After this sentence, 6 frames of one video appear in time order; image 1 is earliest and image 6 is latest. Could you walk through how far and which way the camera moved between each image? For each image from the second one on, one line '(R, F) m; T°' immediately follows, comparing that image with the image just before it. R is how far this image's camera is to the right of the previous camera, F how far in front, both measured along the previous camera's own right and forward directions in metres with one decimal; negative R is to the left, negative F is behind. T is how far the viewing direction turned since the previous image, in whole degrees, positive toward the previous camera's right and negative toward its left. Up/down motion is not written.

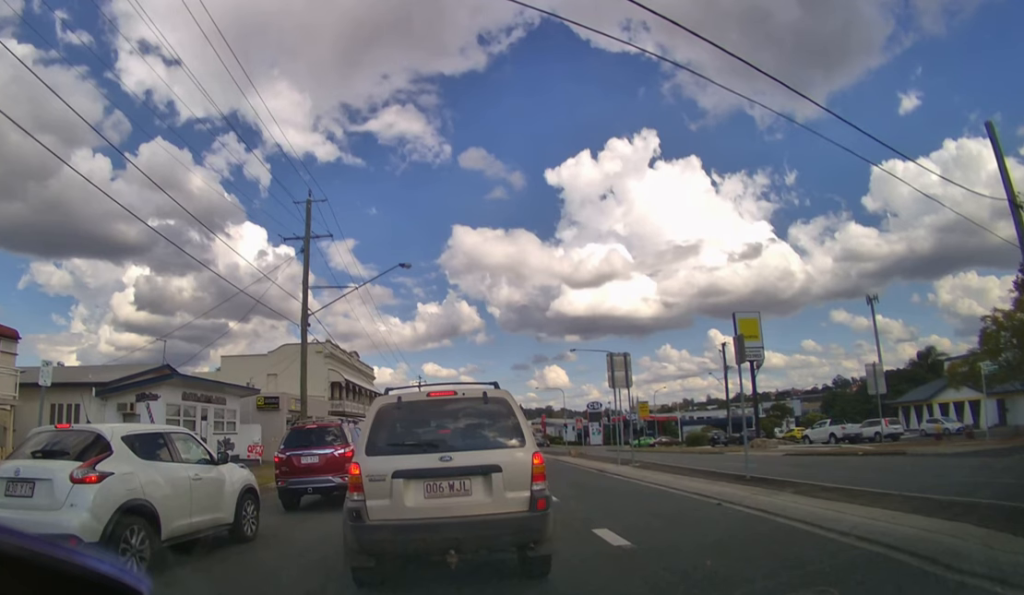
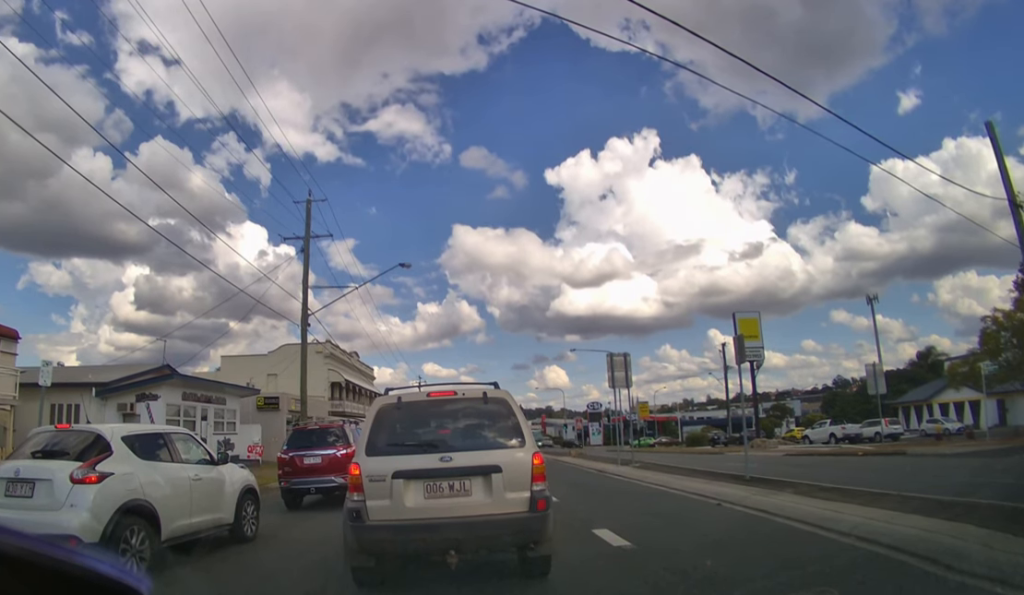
(+0.1, +0.5) m; 0°
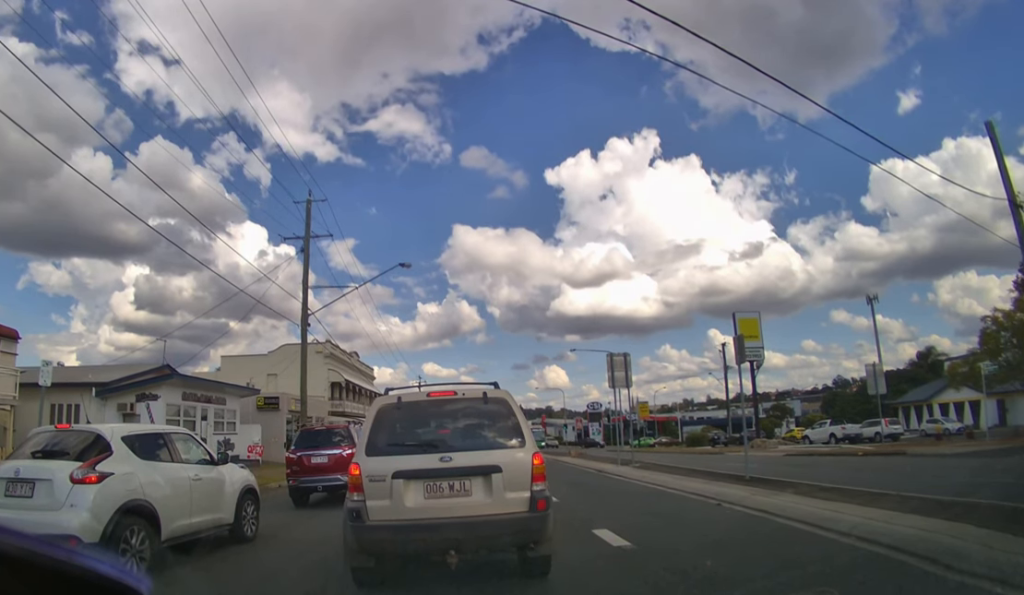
(0.0, 0.0) m; 0°
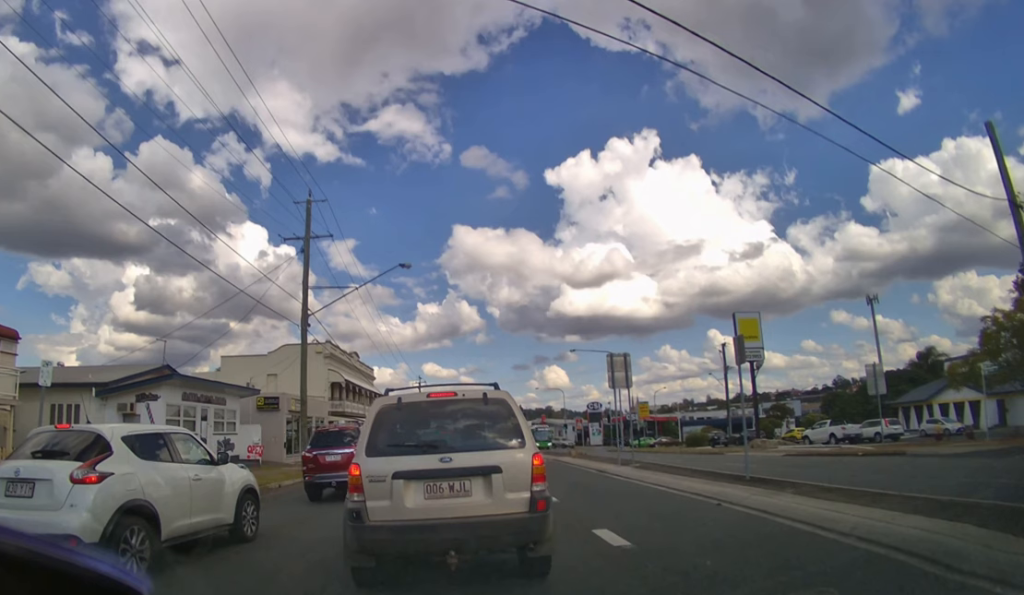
(0.0, 0.0) m; 0°
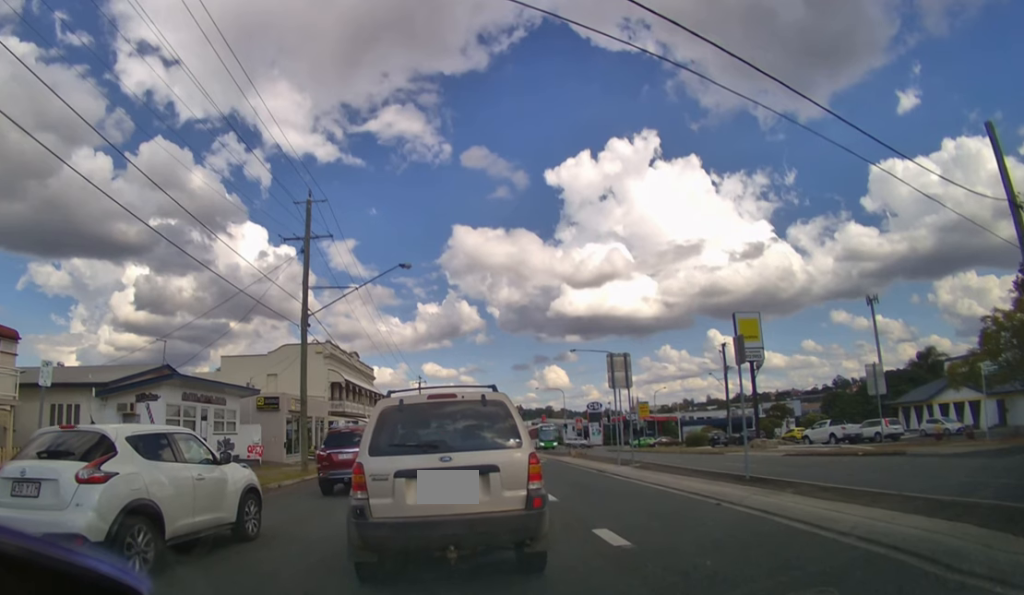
(0.0, 0.0) m; 0°
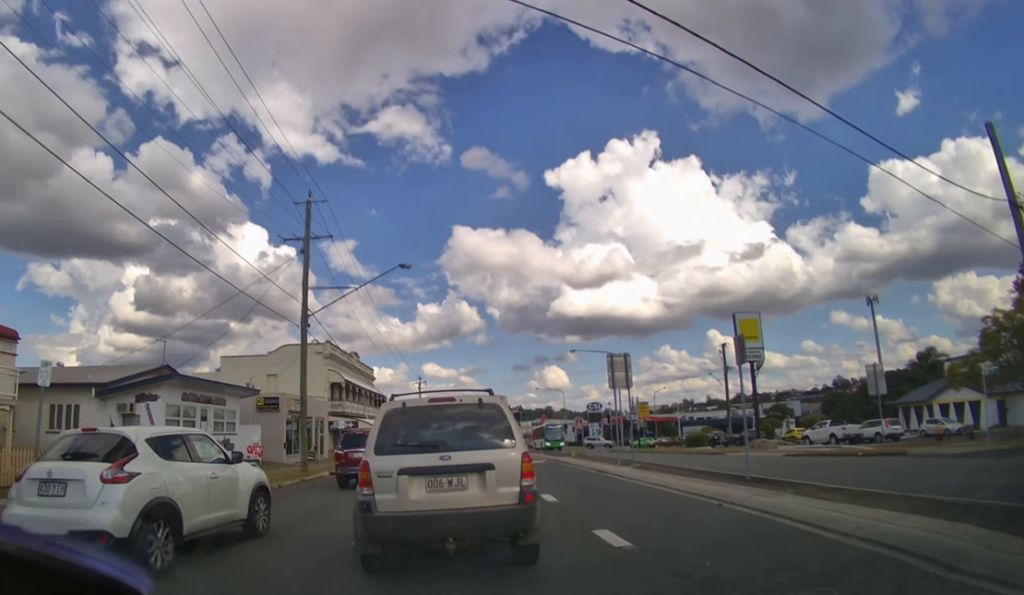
(0.0, 0.0) m; 0°
